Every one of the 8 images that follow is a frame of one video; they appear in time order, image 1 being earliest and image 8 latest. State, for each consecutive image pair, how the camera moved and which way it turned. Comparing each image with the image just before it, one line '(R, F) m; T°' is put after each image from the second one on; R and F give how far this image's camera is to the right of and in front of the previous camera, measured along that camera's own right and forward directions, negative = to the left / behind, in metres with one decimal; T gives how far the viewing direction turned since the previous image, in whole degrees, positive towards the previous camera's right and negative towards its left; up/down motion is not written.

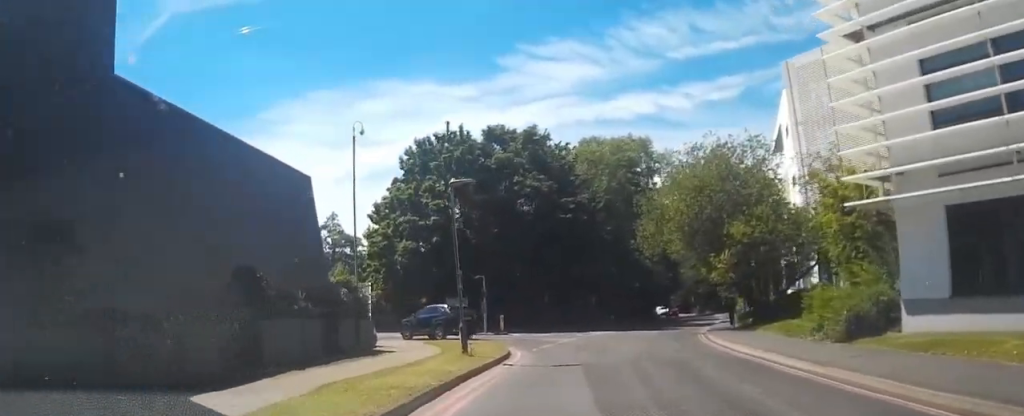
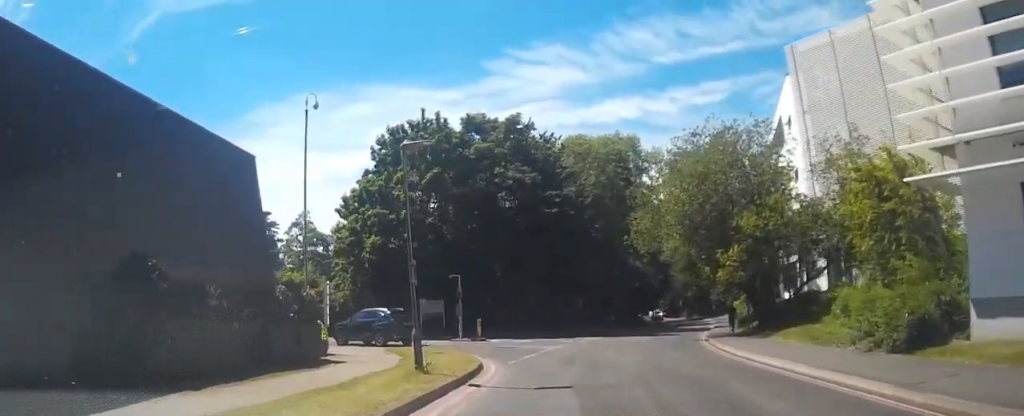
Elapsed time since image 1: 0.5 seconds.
(0.0, +3.7) m; 0°
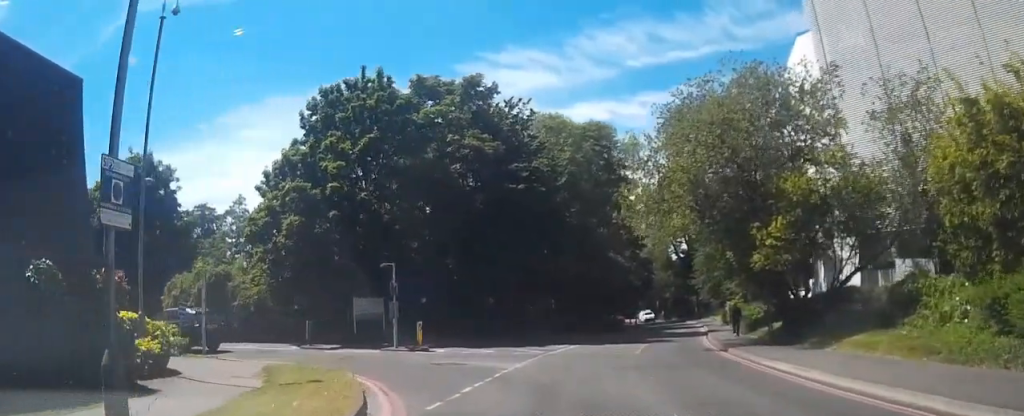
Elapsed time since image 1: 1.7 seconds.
(0.0, +7.4) m; 0°
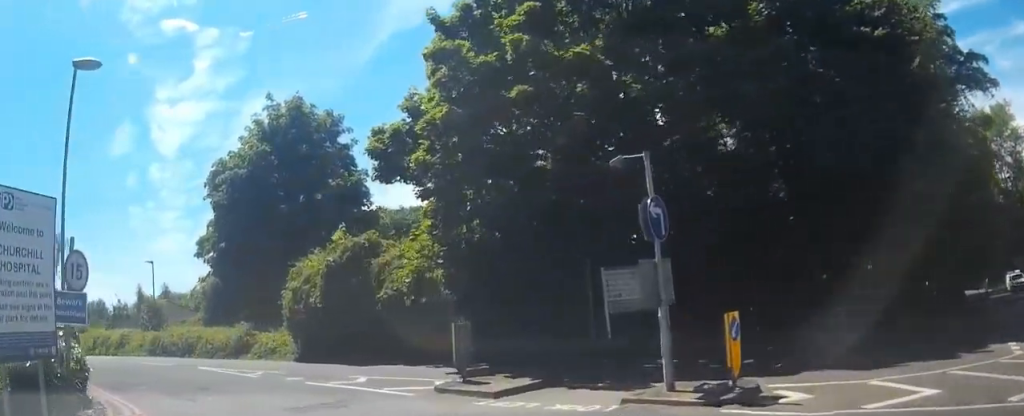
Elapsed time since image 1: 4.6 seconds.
(-0.5, +14.3) m; -21°
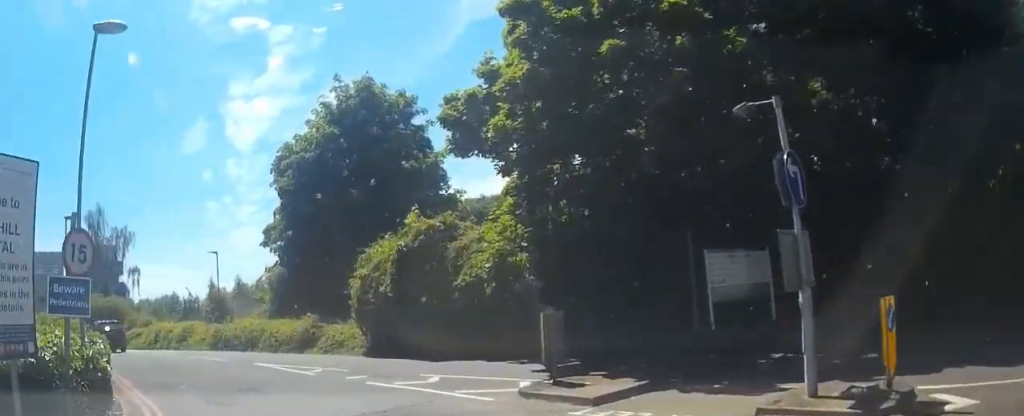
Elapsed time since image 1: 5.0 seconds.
(-0.1, +1.5) m; -11°
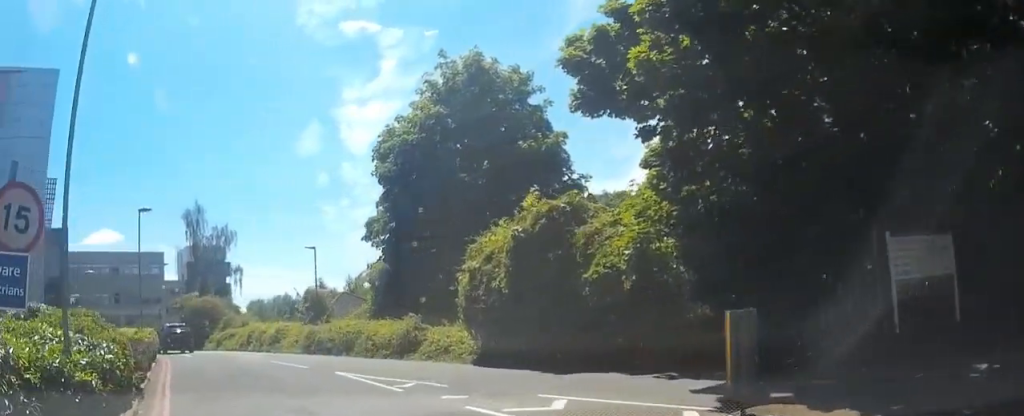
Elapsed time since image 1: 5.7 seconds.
(-0.5, +2.7) m; -16°
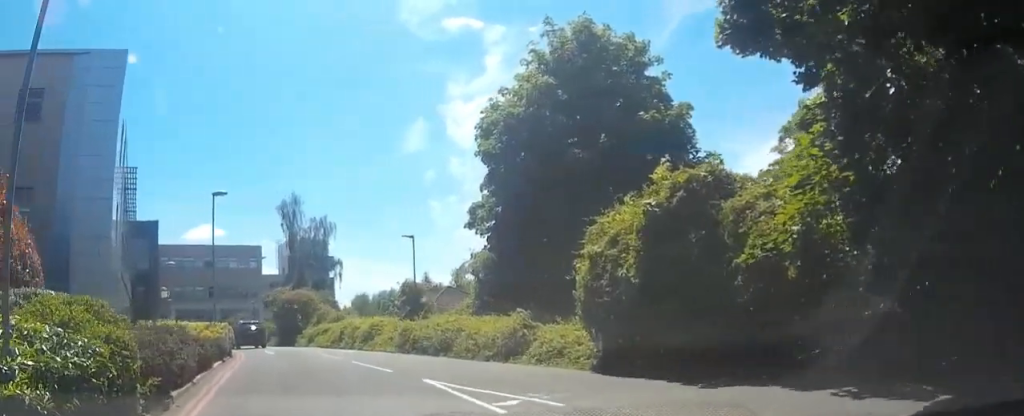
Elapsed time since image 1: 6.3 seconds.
(-0.3, +2.5) m; -12°
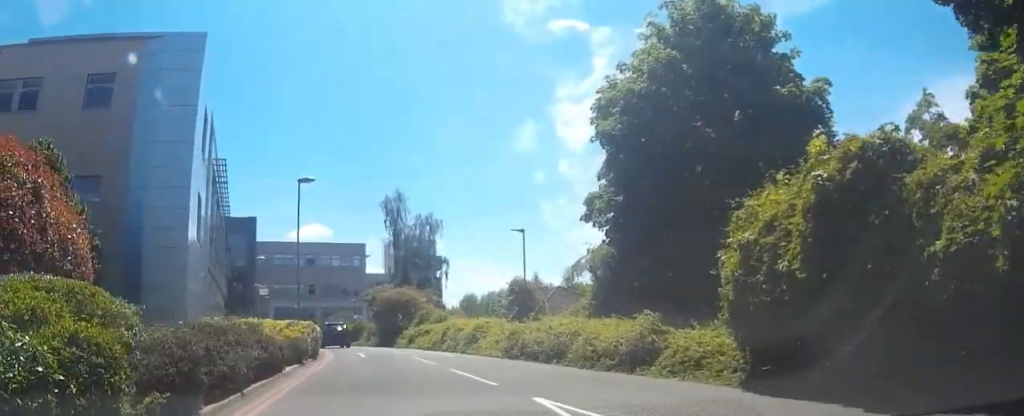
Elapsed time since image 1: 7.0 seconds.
(-0.2, +2.7) m; -6°
